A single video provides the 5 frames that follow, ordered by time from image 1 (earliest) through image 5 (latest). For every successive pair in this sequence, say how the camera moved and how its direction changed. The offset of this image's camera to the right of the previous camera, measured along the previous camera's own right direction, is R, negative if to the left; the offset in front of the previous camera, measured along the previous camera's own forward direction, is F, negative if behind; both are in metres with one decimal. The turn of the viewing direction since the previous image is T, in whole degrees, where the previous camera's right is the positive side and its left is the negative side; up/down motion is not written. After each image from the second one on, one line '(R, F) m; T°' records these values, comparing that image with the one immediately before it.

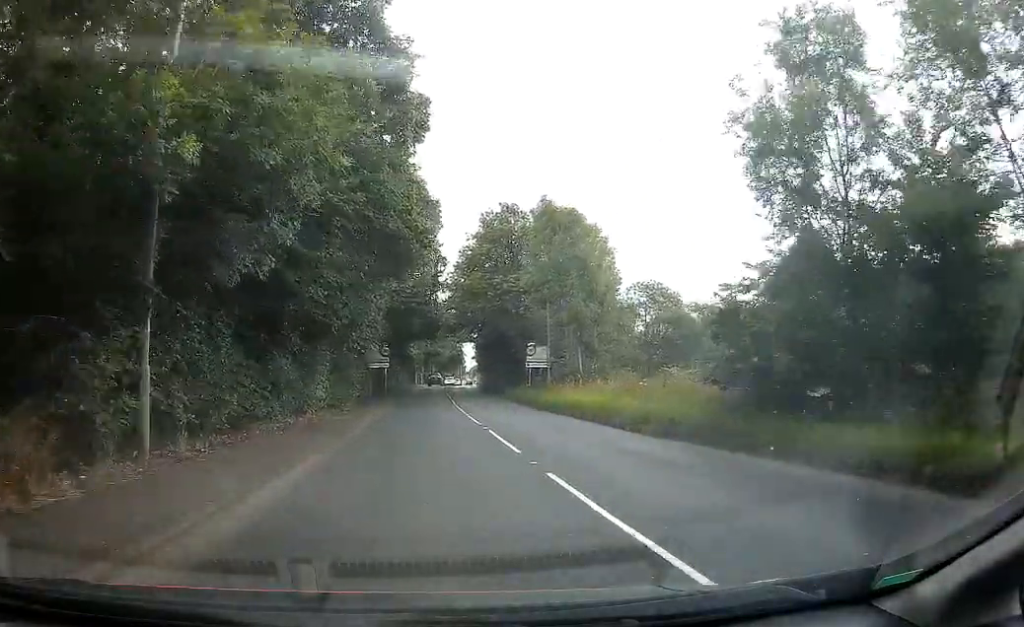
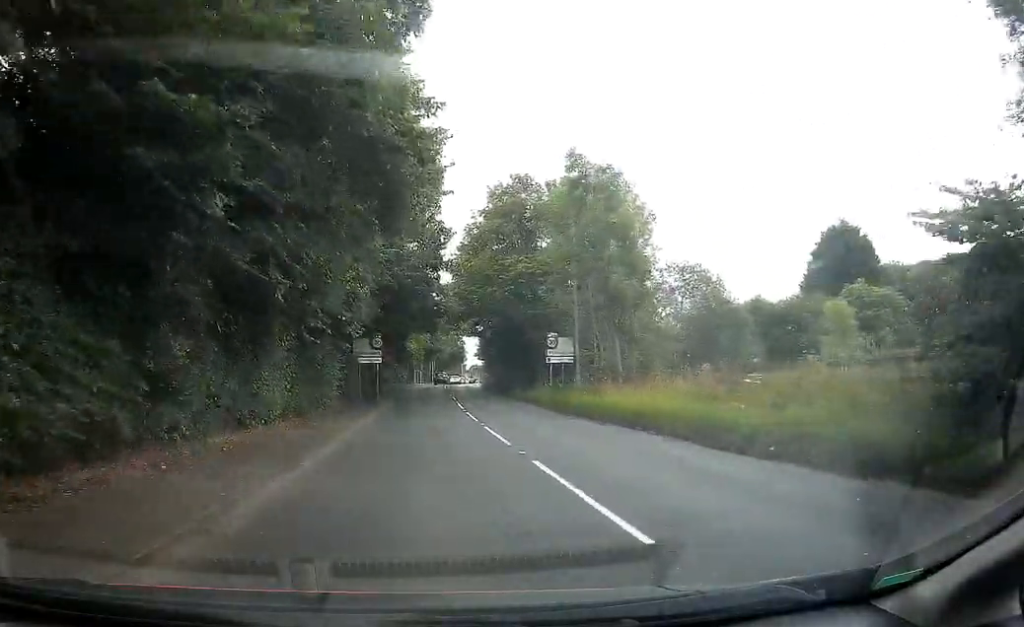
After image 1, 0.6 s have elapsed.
(0.0, +7.2) m; 0°
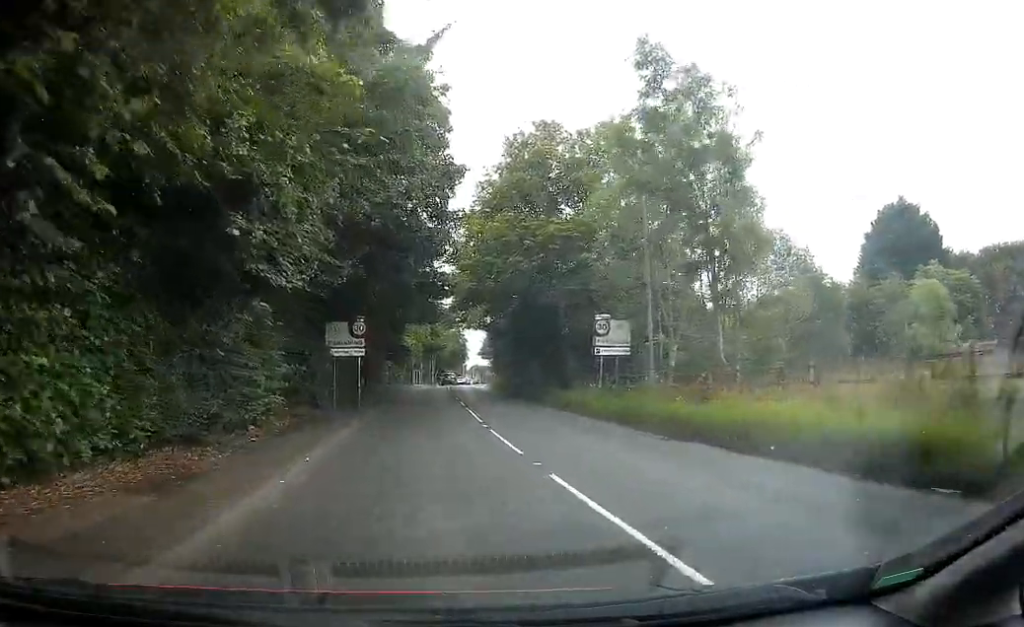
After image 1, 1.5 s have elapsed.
(+0.1, +10.0) m; 0°
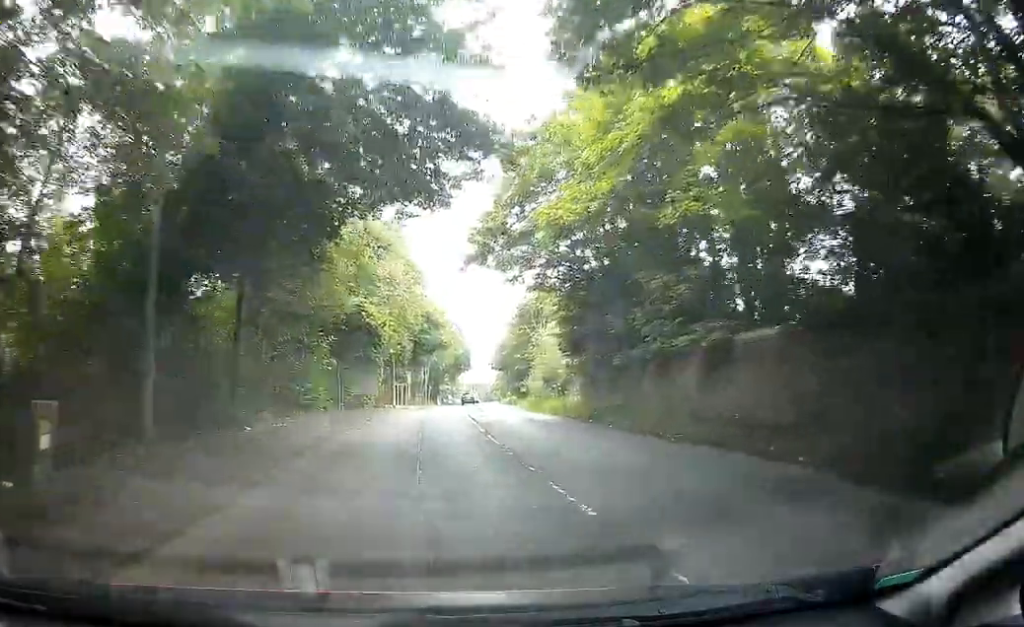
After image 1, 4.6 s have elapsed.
(+2.5, +34.8) m; +12°
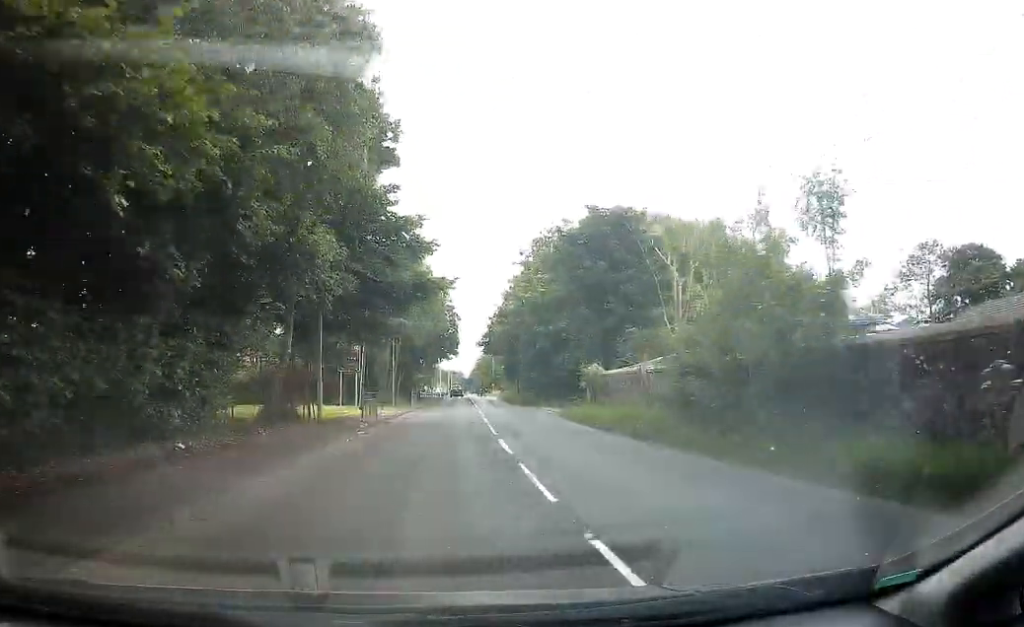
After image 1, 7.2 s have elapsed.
(-6.7, +25.6) m; -14°
